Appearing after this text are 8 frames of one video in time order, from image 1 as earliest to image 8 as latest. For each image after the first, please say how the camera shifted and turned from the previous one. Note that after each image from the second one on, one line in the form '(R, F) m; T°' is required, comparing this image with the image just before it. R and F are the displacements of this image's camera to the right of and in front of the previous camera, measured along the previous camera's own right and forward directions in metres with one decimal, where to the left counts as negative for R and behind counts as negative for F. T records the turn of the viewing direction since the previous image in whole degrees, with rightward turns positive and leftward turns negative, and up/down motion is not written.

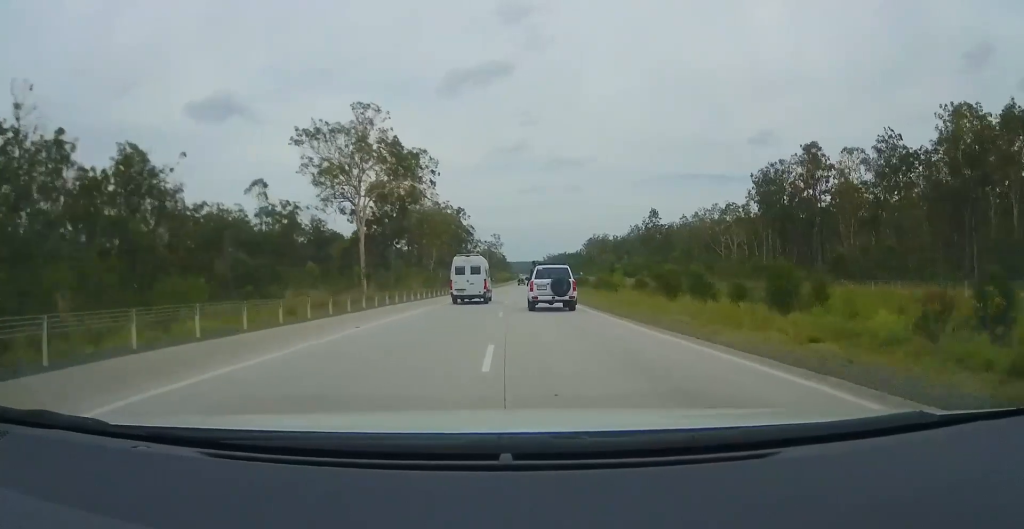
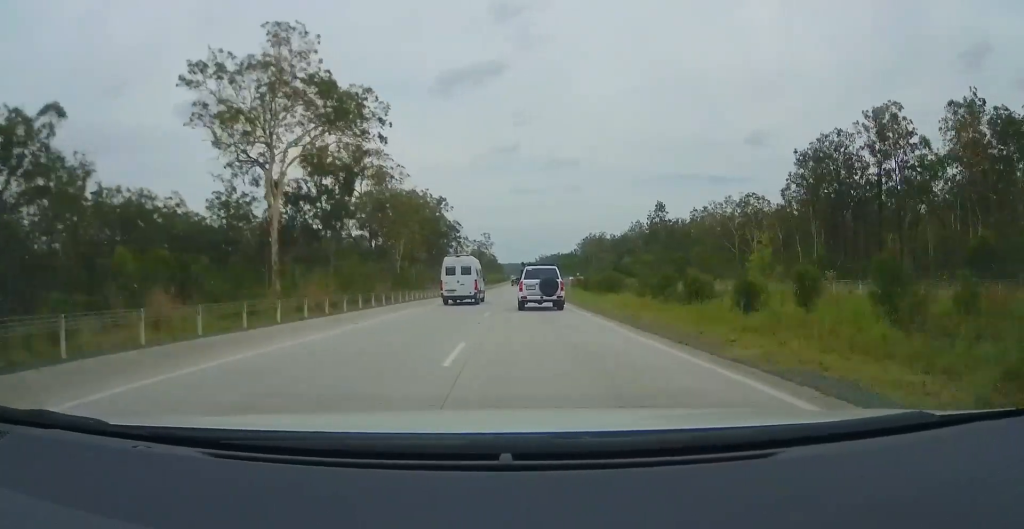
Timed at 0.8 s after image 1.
(+0.2, +23.8) m; +1°
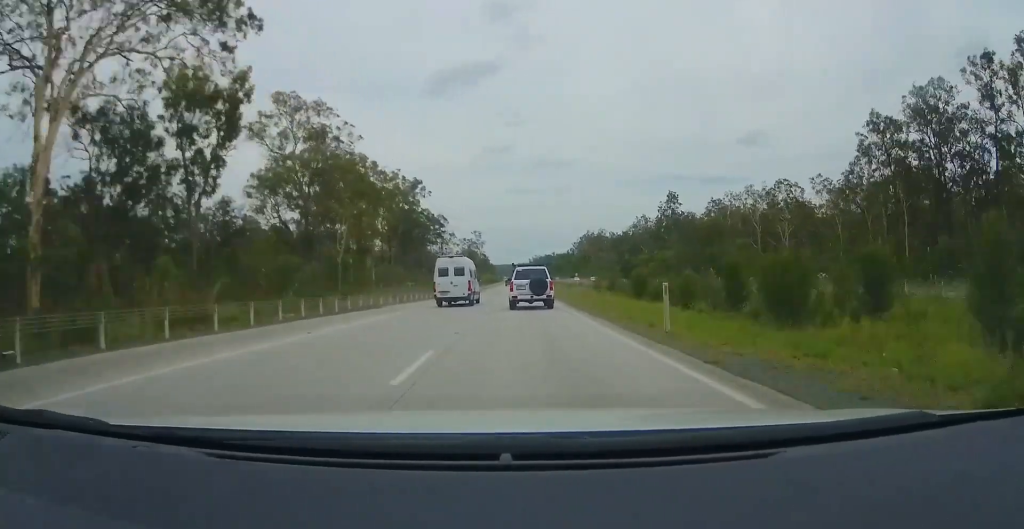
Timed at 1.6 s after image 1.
(0.0, +25.1) m; 0°
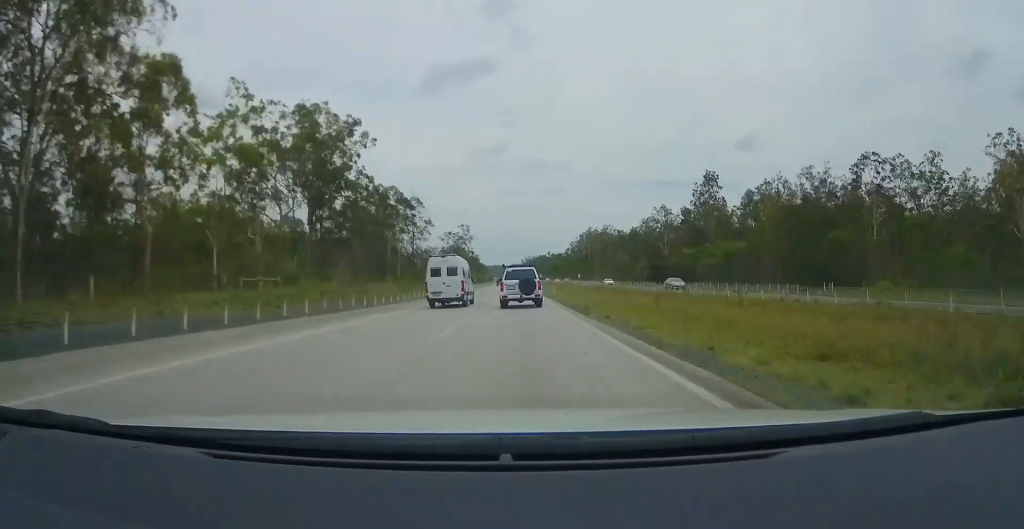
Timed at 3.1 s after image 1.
(0.0, +43.4) m; 0°
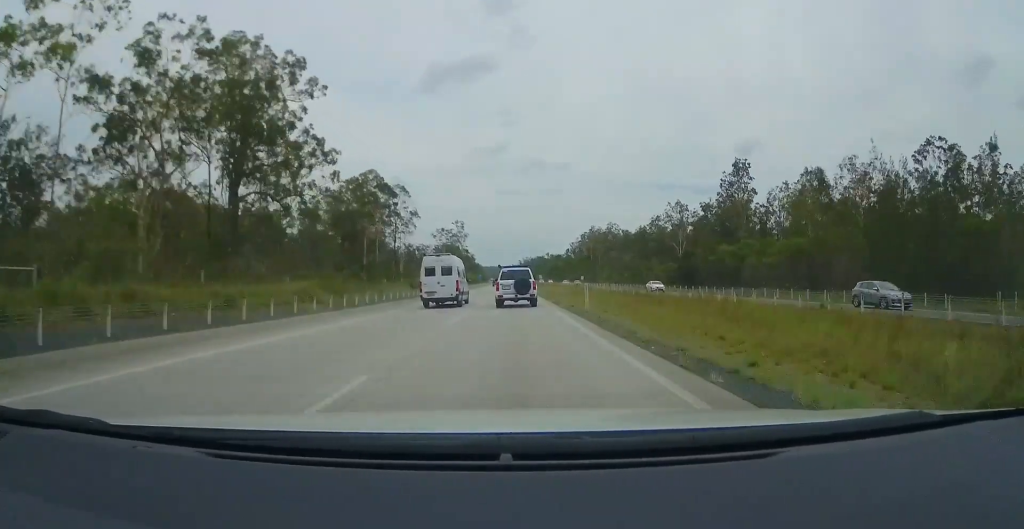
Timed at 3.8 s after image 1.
(0.0, +21.6) m; +1°
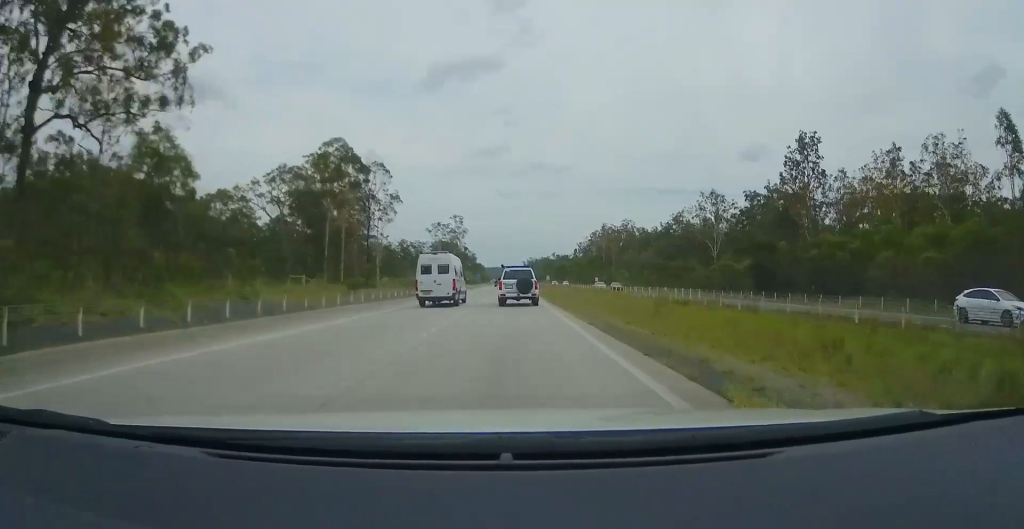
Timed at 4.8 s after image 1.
(+0.4, +28.9) m; +1°
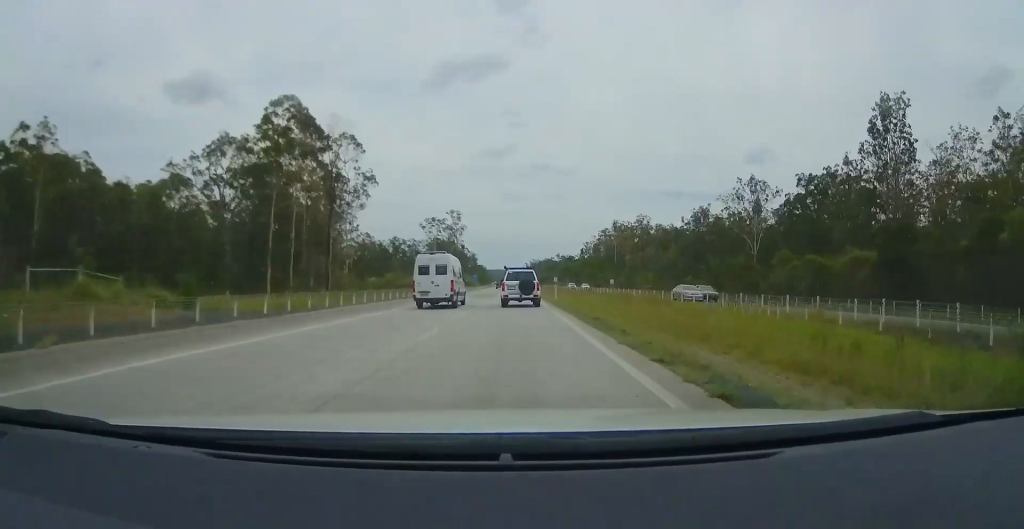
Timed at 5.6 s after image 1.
(+0.1, +25.4) m; -1°
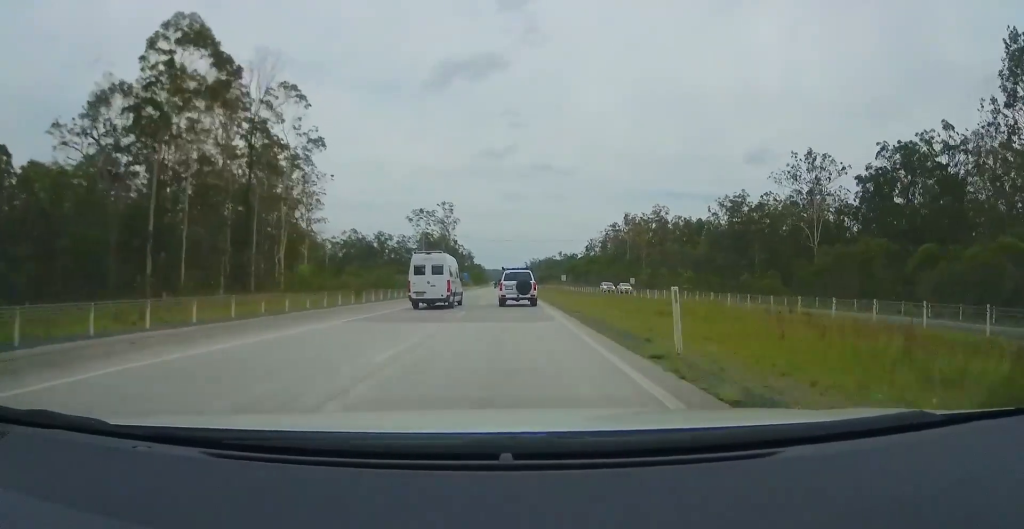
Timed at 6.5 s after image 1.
(-0.4, +27.7) m; -1°
